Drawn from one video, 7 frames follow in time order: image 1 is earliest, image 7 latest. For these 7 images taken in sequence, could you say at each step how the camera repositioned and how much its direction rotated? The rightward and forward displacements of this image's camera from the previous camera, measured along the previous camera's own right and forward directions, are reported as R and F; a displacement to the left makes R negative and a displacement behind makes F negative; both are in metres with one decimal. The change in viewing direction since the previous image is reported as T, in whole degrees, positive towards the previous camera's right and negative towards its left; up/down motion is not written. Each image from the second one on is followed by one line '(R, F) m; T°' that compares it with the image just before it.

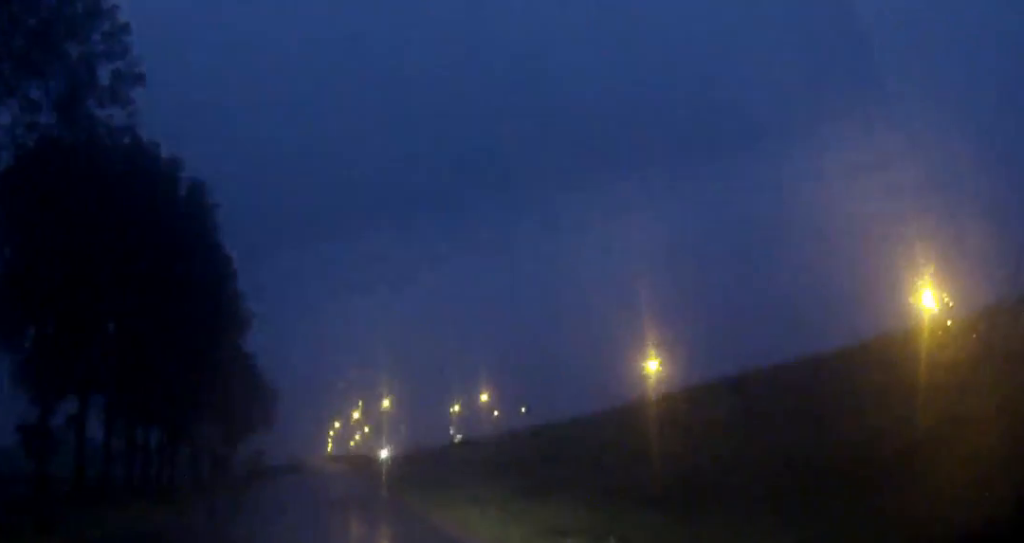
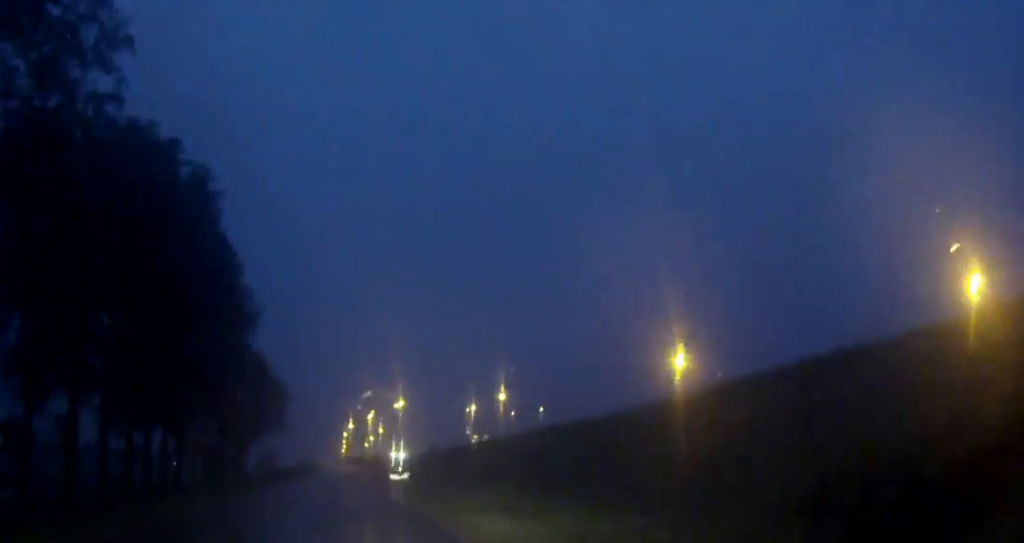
(0.0, +4.3) m; -1°
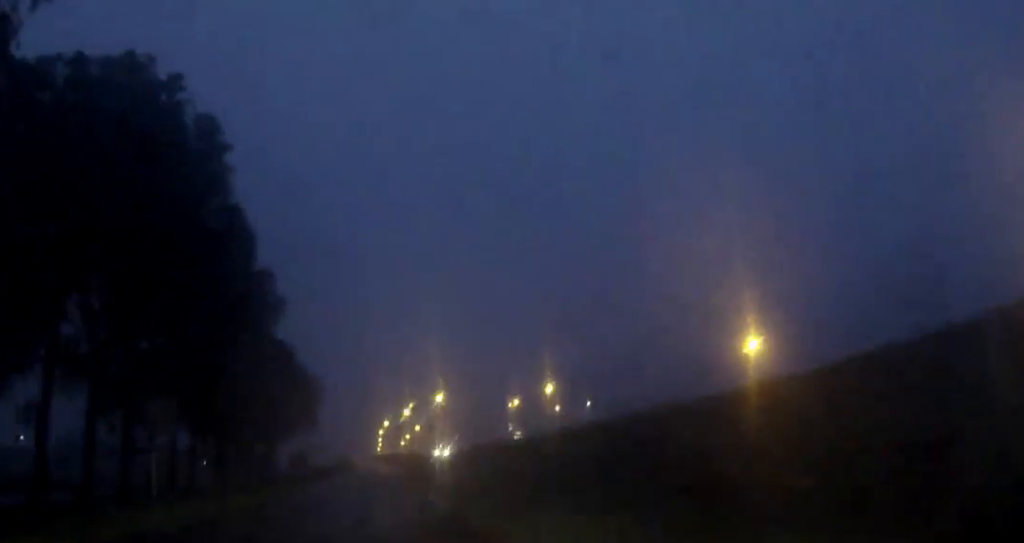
(-0.1, +9.8) m; -1°
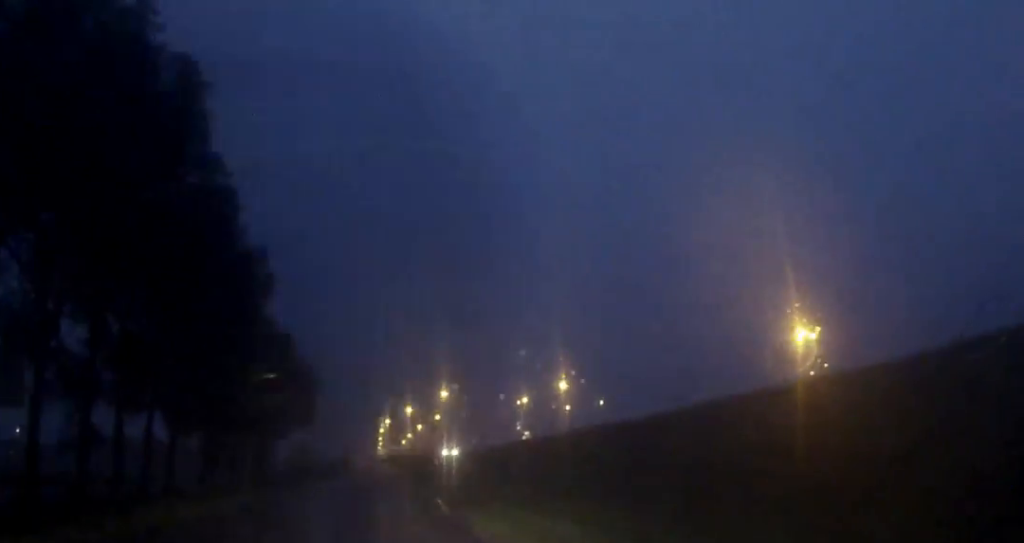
(-0.1, +8.8) m; -1°
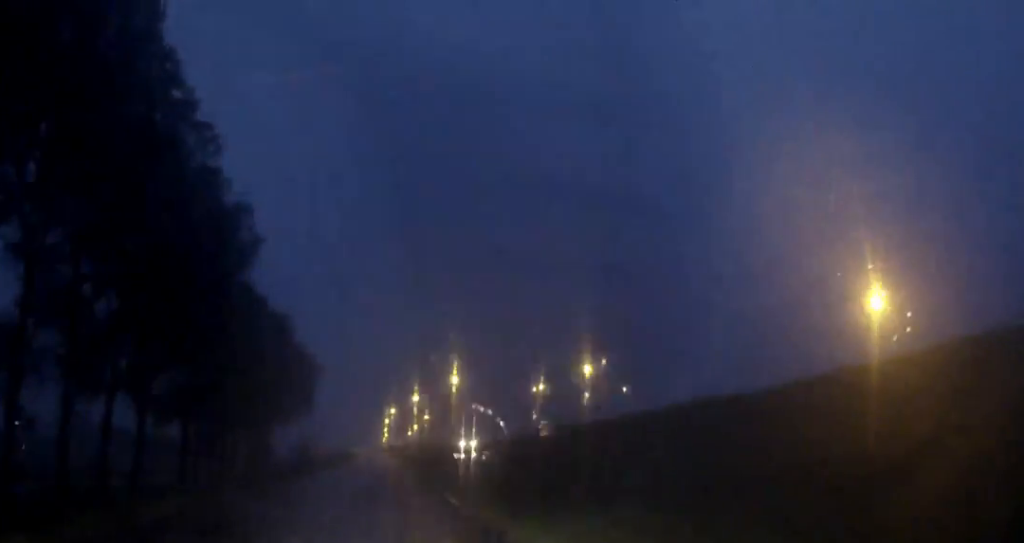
(0.0, +11.7) m; 0°
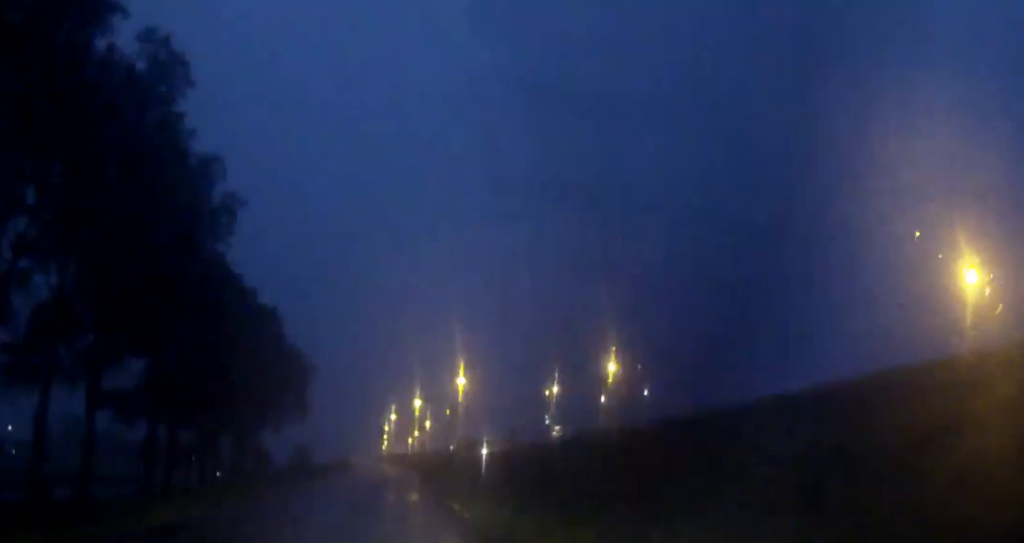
(0.0, +11.7) m; 0°
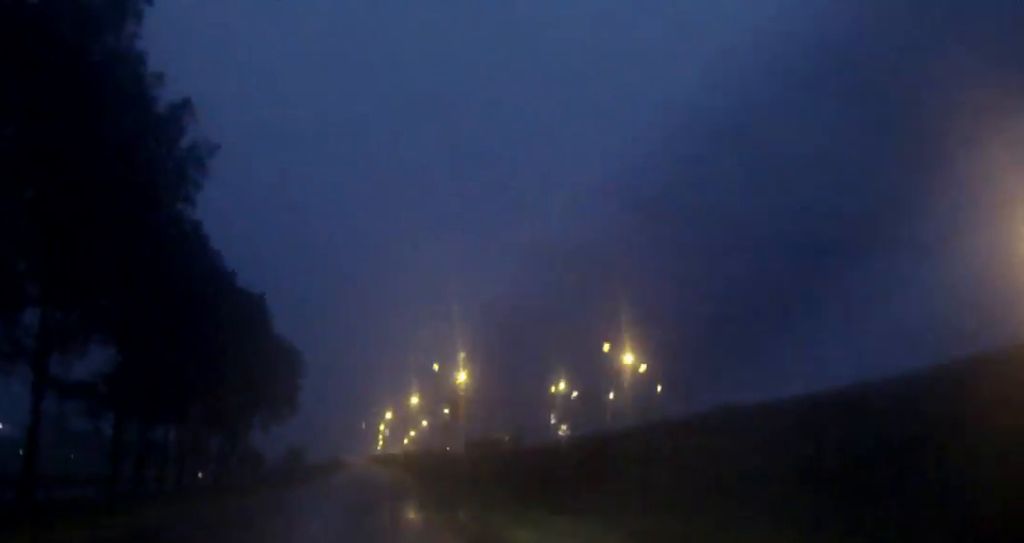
(0.0, +8.5) m; 0°
